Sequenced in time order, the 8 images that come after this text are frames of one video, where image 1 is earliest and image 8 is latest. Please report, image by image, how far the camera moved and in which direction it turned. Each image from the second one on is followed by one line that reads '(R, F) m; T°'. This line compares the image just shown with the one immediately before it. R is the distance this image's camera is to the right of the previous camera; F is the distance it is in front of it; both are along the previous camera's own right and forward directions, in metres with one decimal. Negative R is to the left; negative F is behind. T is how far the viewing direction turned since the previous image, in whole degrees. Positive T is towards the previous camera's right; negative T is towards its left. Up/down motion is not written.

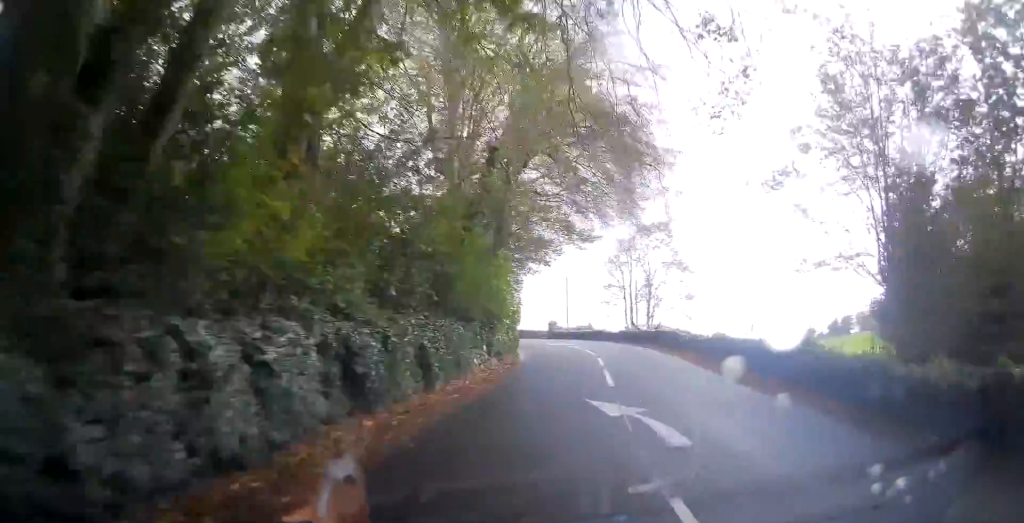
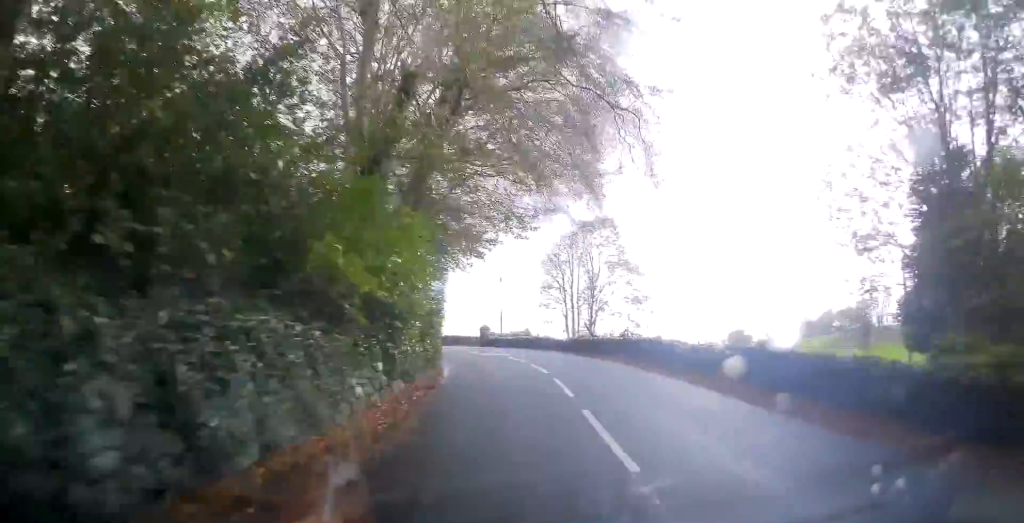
(+0.8, +7.2) m; +8°
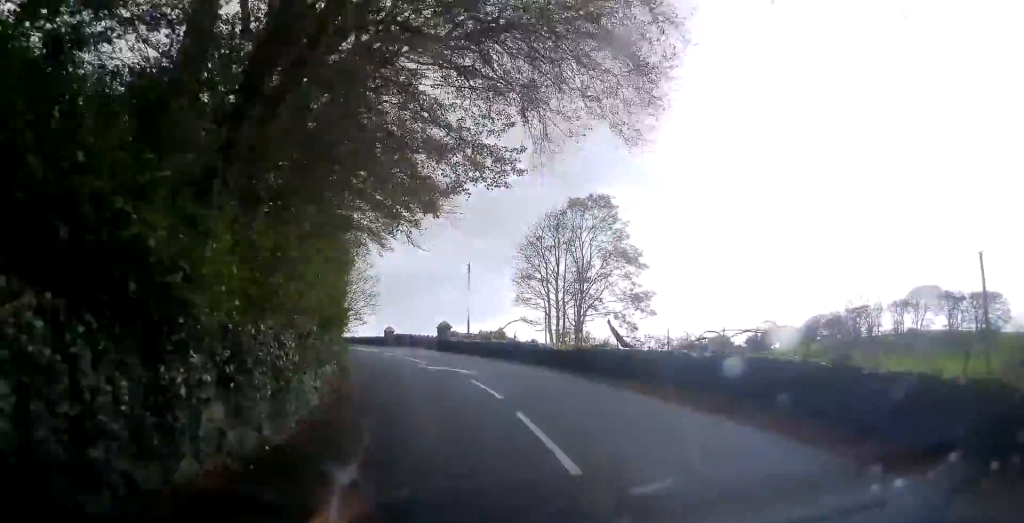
(+1.5, +12.1) m; +7°
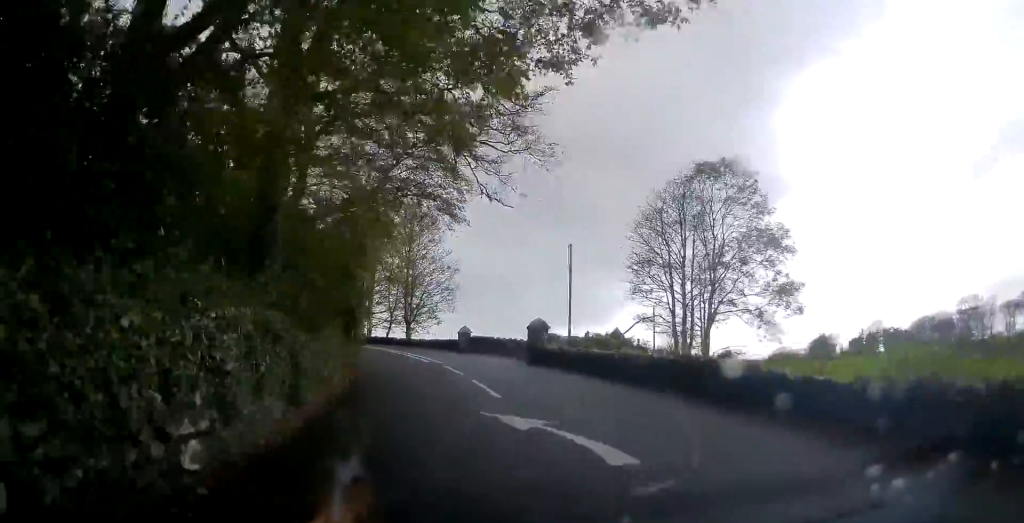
(+0.1, +11.9) m; -1°
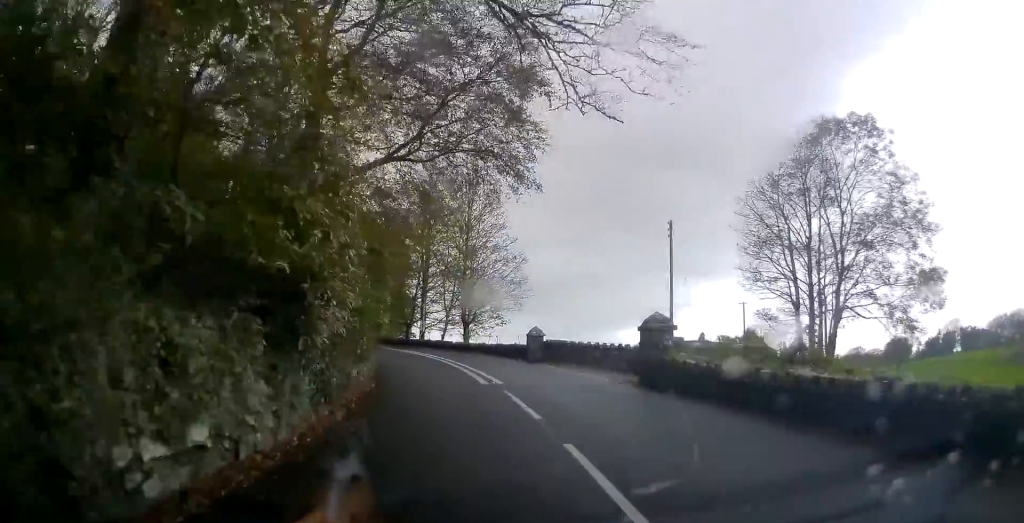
(-0.3, +8.5) m; -3°
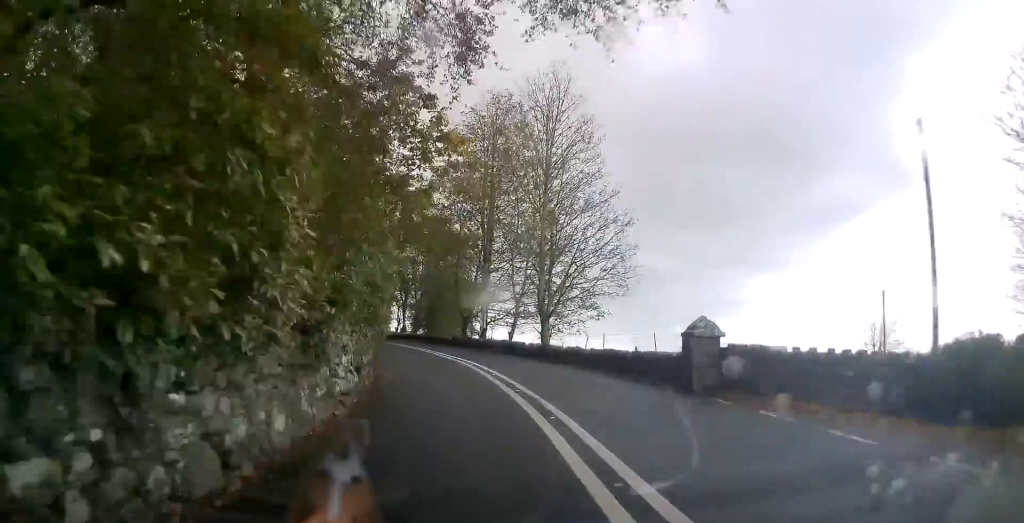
(-0.4, +13.8) m; -6°
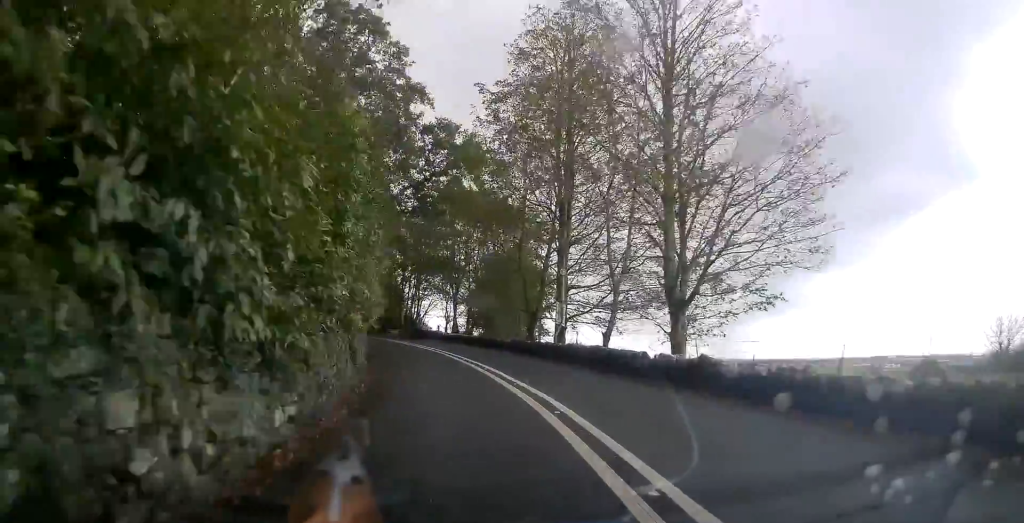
(-0.9, +12.4) m; -8°
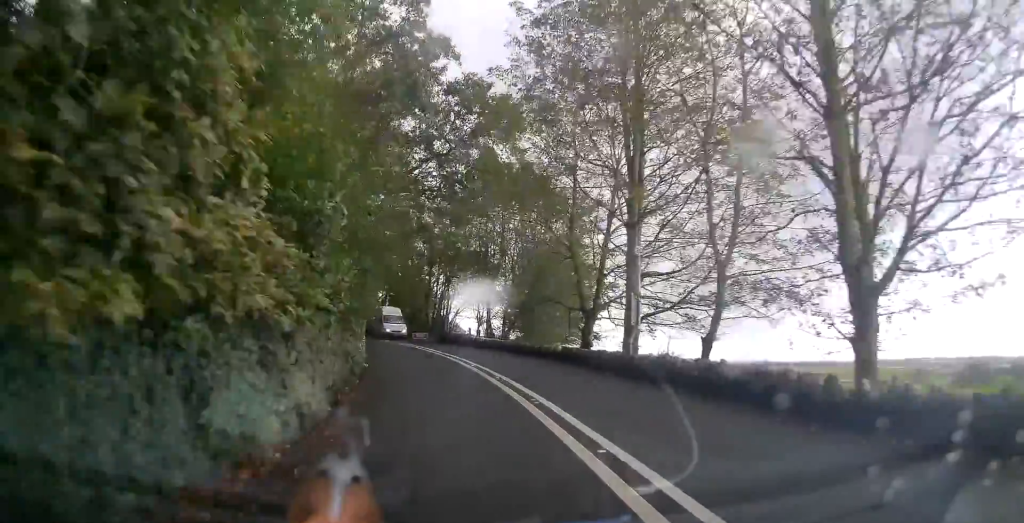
(-0.3, +7.1) m; -4°
